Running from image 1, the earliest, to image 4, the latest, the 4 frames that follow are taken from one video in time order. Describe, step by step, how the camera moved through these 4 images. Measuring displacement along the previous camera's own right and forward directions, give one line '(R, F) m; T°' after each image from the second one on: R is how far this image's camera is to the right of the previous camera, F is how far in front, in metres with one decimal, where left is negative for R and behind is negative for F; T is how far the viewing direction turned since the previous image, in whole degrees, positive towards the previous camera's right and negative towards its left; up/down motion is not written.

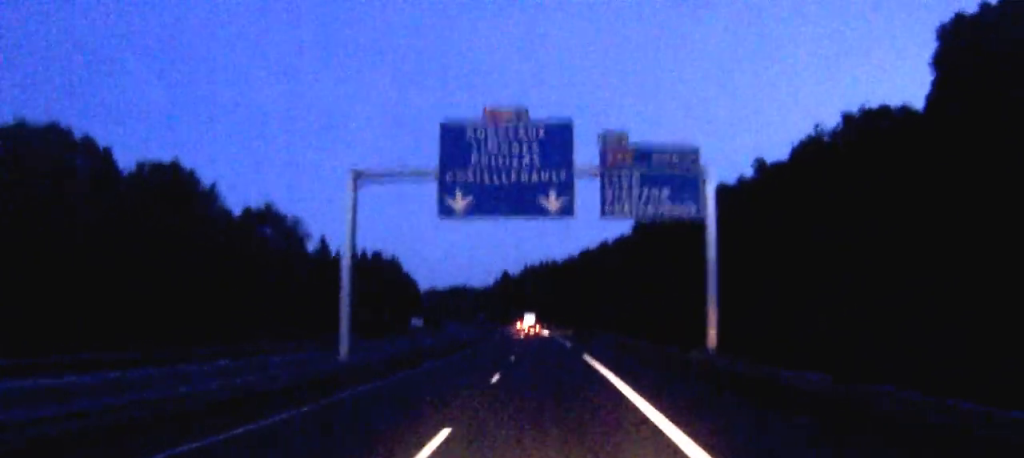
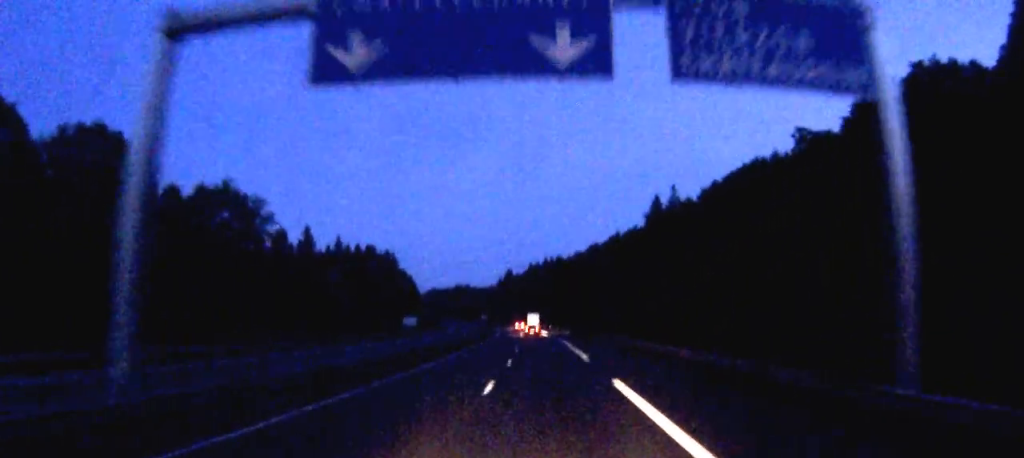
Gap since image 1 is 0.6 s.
(0.0, +16.2) m; 0°
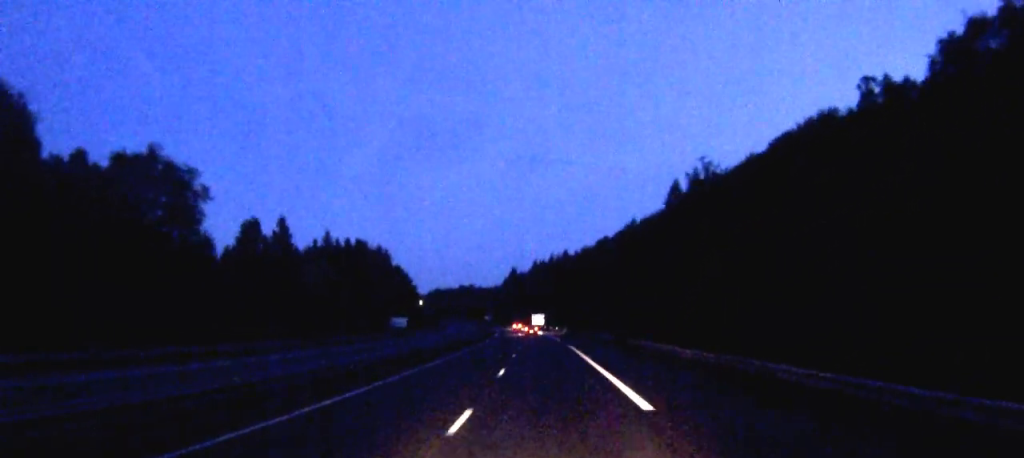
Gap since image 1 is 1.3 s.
(-0.2, +19.7) m; 0°
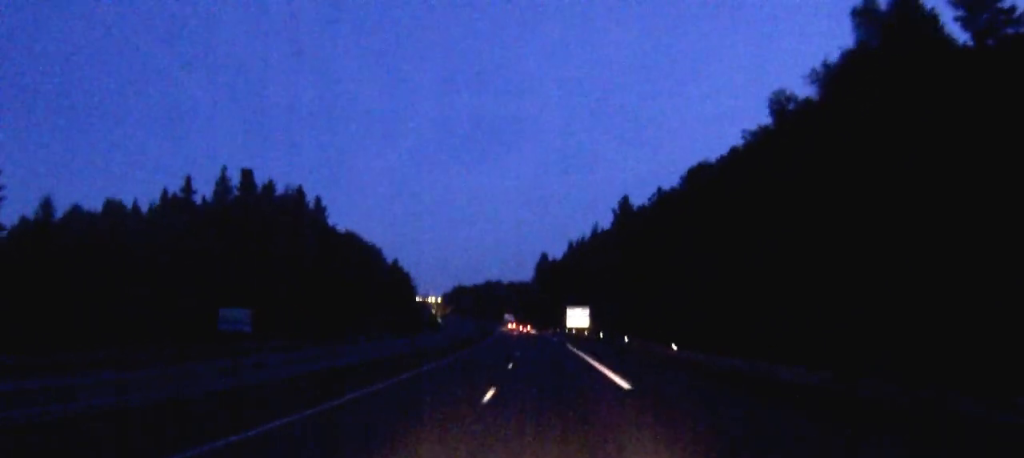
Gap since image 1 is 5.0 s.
(-2.4, +98.9) m; -3°
